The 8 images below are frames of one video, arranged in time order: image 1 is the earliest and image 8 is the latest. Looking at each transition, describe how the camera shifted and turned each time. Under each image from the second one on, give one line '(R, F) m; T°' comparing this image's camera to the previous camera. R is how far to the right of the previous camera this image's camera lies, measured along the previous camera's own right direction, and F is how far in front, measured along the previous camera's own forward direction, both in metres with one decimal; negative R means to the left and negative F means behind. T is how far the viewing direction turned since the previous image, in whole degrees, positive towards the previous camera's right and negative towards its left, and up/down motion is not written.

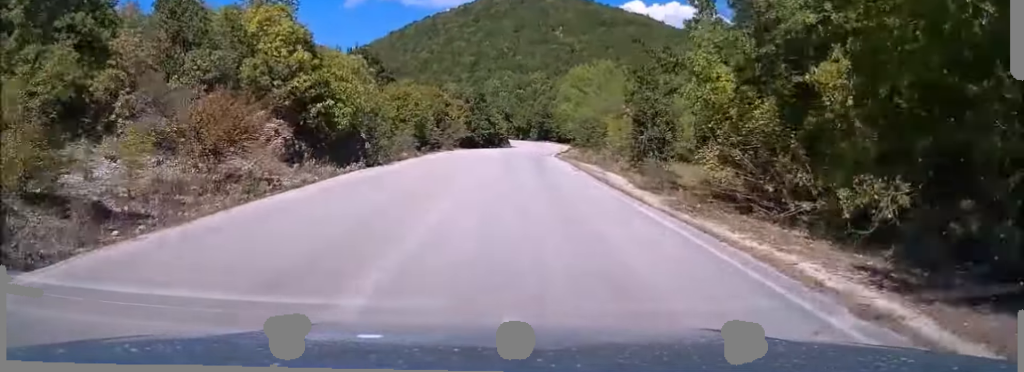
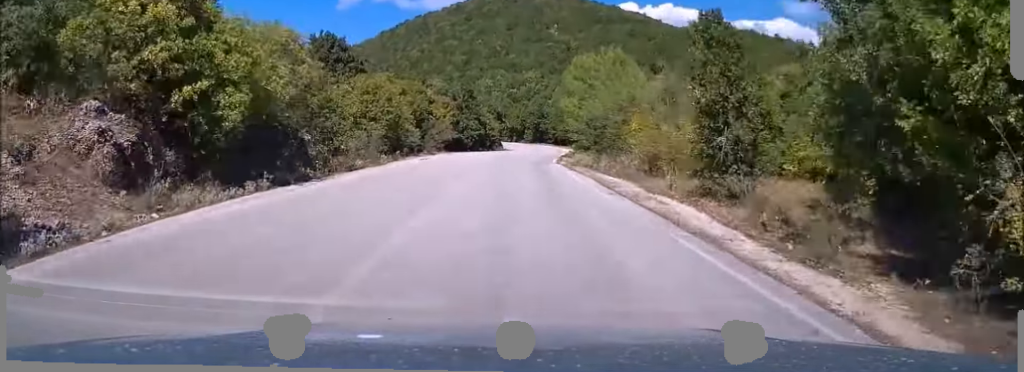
(+0.1, +10.9) m; +1°
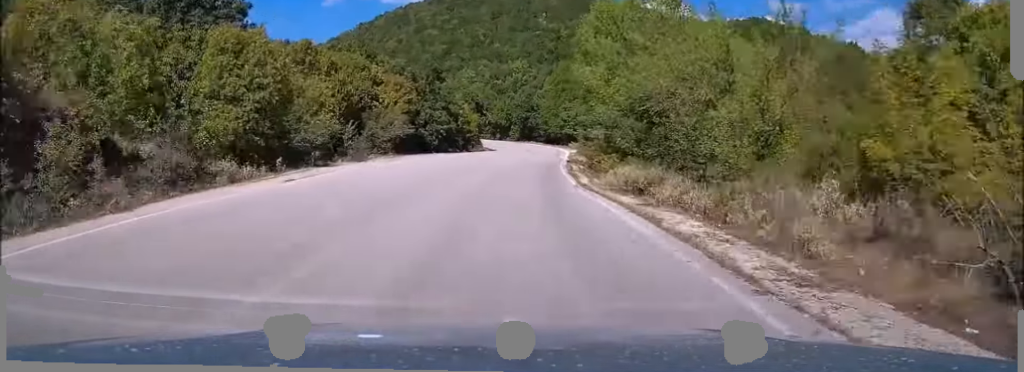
(+0.3, +24.4) m; +2°
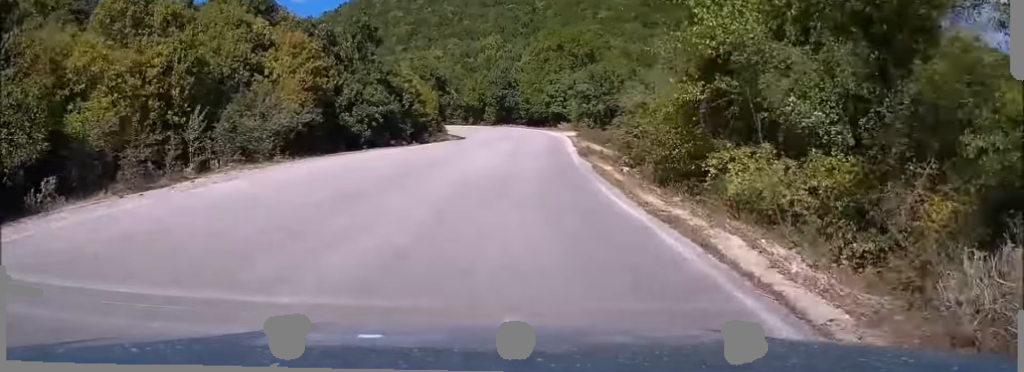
(+0.4, +21.3) m; +2°
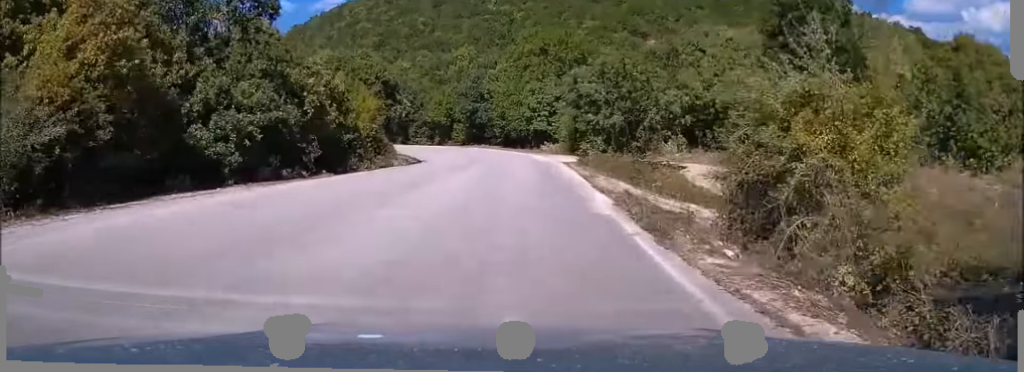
(+0.2, +17.3) m; +1°
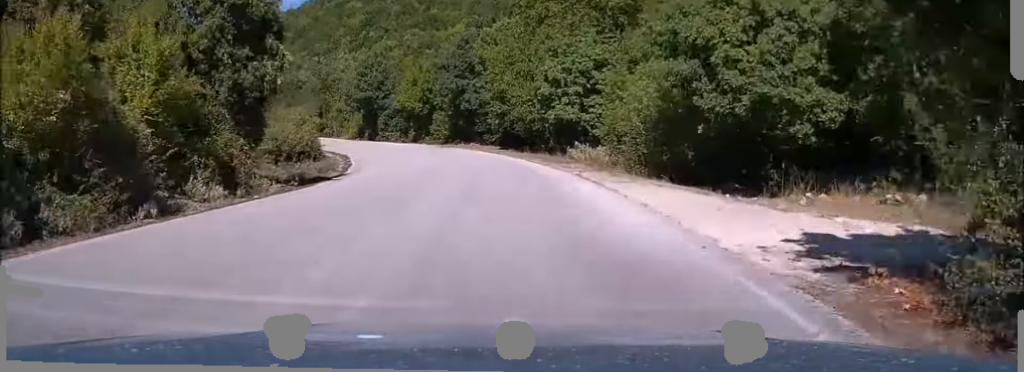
(+0.4, +31.1) m; -1°
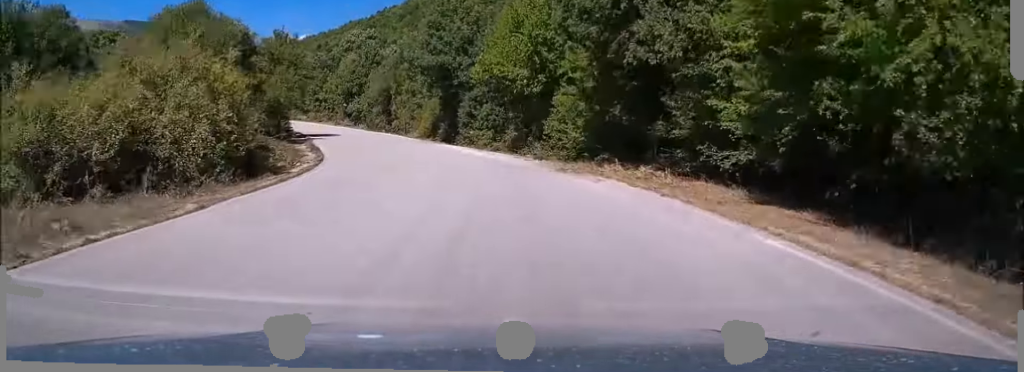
(-2.9, +37.4) m; -12°
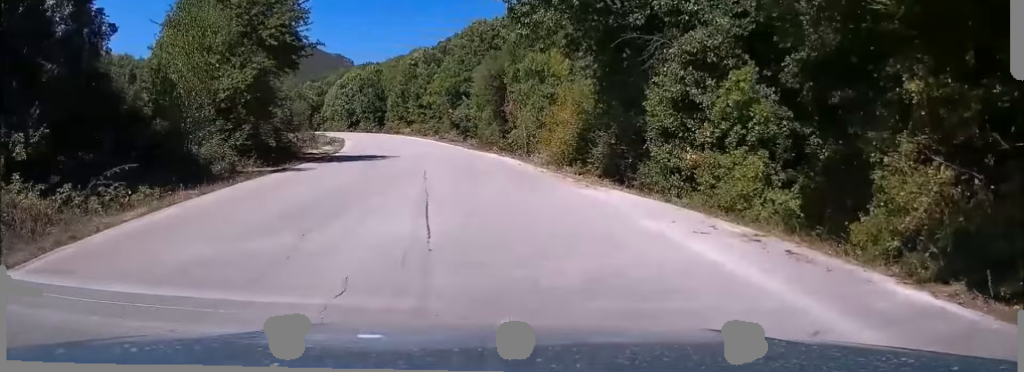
(-3.1, +30.0) m; -12°
